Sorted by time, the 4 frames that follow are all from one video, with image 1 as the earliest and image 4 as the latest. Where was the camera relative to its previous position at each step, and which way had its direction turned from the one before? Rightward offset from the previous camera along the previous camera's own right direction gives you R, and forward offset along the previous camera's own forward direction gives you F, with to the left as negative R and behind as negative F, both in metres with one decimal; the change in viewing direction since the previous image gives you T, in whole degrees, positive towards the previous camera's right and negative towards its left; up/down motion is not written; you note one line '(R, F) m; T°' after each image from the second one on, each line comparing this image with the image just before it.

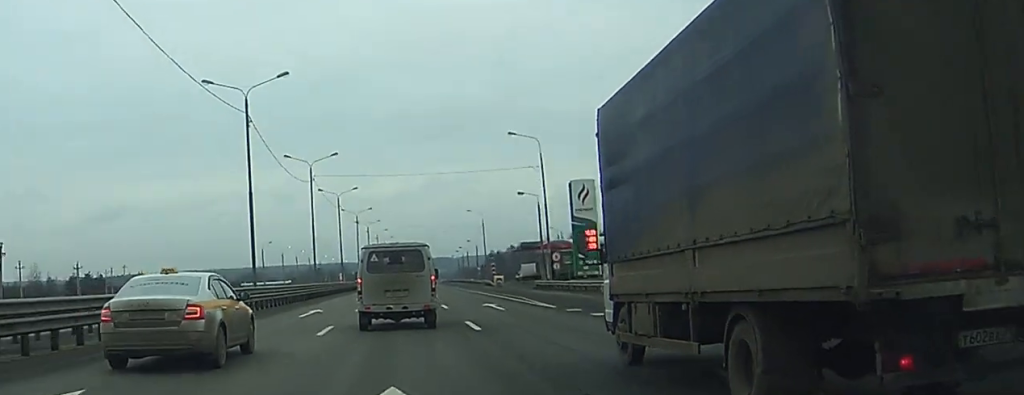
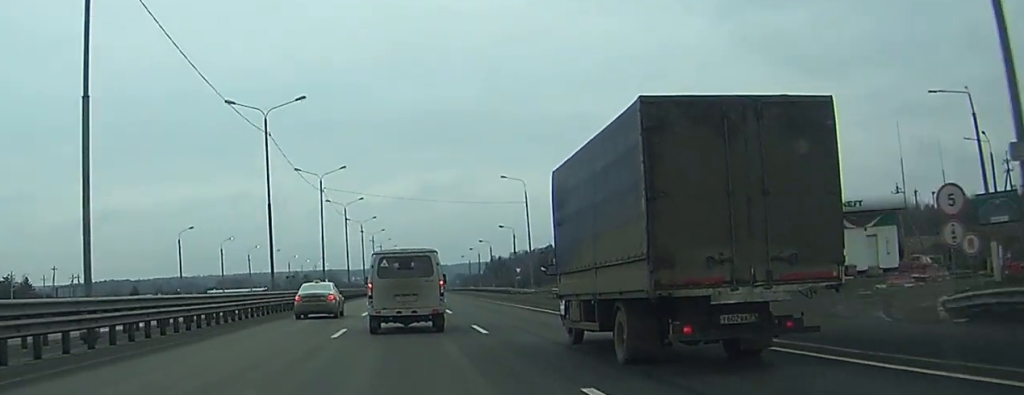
(+0.3, +62.9) m; +1°
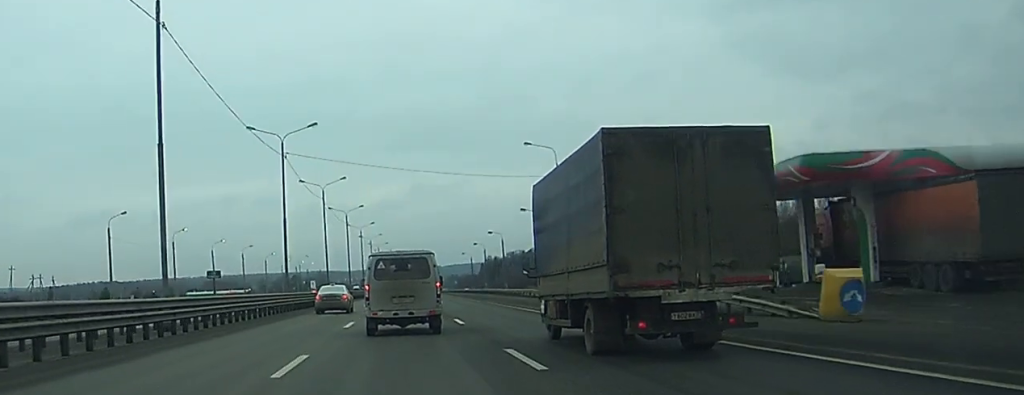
(+0.1, +25.8) m; 0°
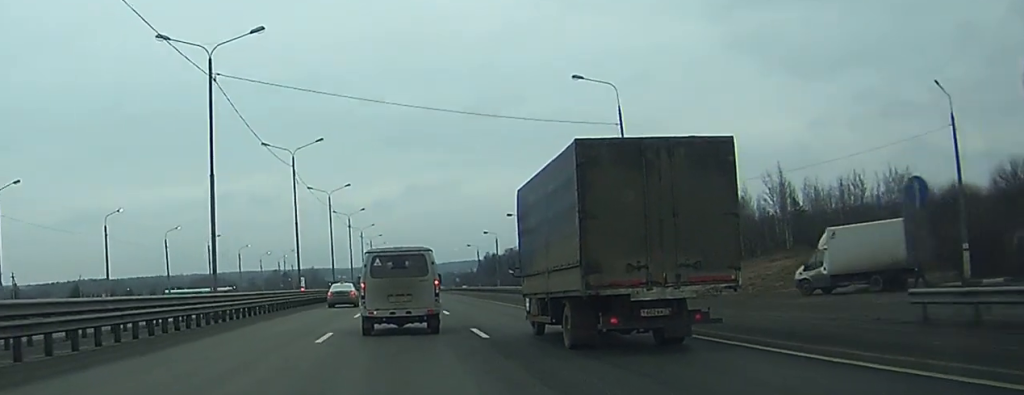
(0.0, +24.8) m; 0°
